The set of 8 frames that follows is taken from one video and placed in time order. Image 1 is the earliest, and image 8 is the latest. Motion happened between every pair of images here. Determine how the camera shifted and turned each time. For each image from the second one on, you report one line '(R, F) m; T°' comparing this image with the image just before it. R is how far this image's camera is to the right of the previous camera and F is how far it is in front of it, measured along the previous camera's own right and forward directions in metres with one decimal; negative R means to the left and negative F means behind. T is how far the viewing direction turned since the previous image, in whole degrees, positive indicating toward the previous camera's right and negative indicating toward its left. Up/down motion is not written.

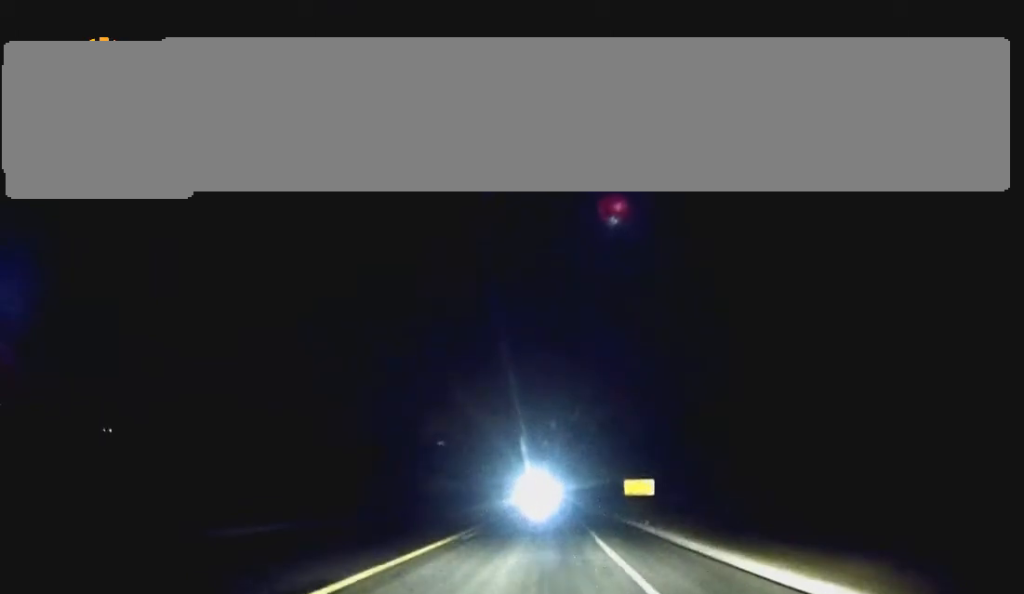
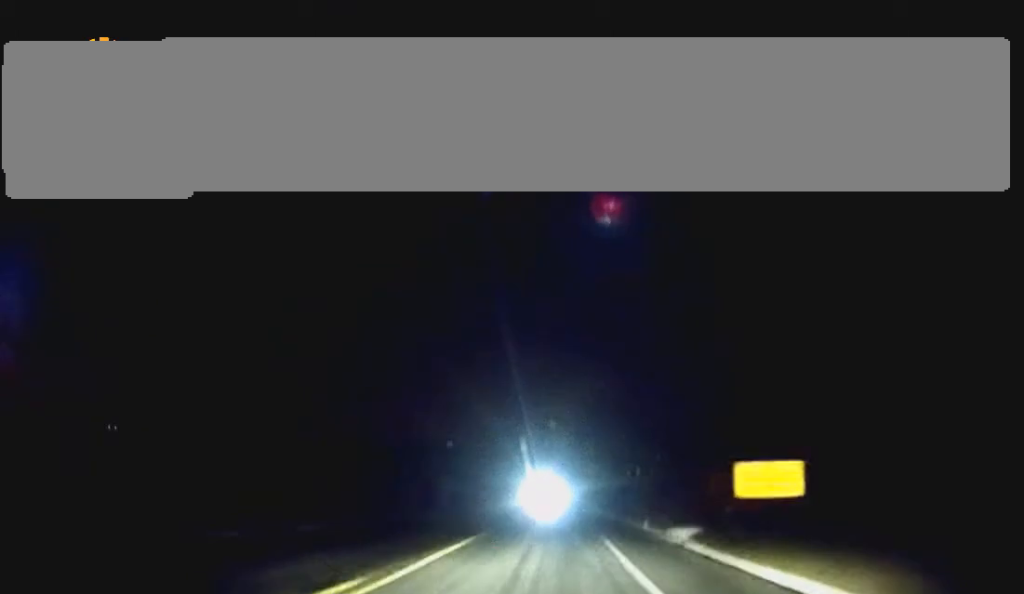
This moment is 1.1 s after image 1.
(+0.1, +31.6) m; 0°
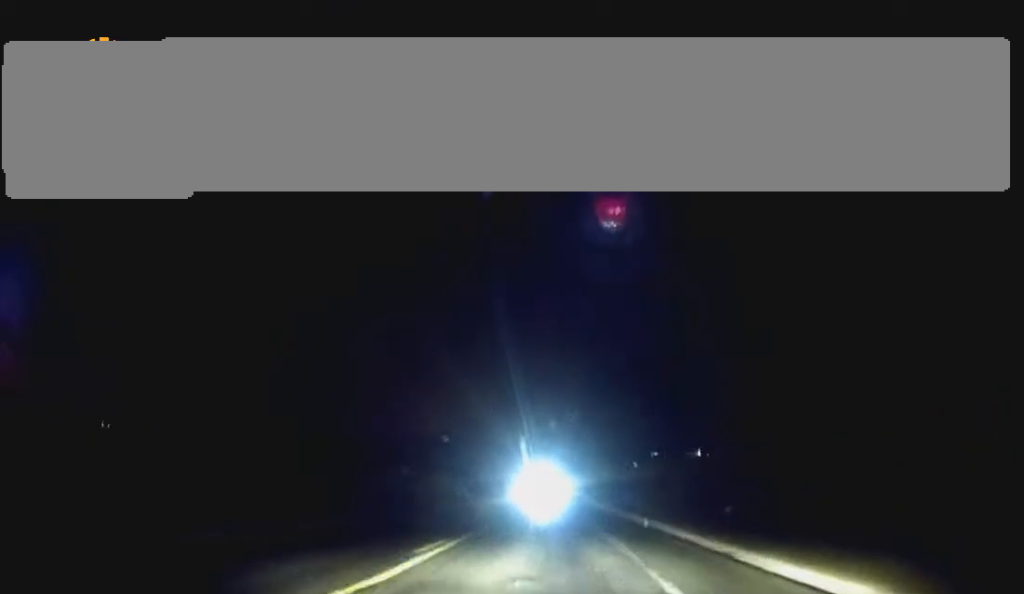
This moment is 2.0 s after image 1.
(-0.1, +26.6) m; 0°
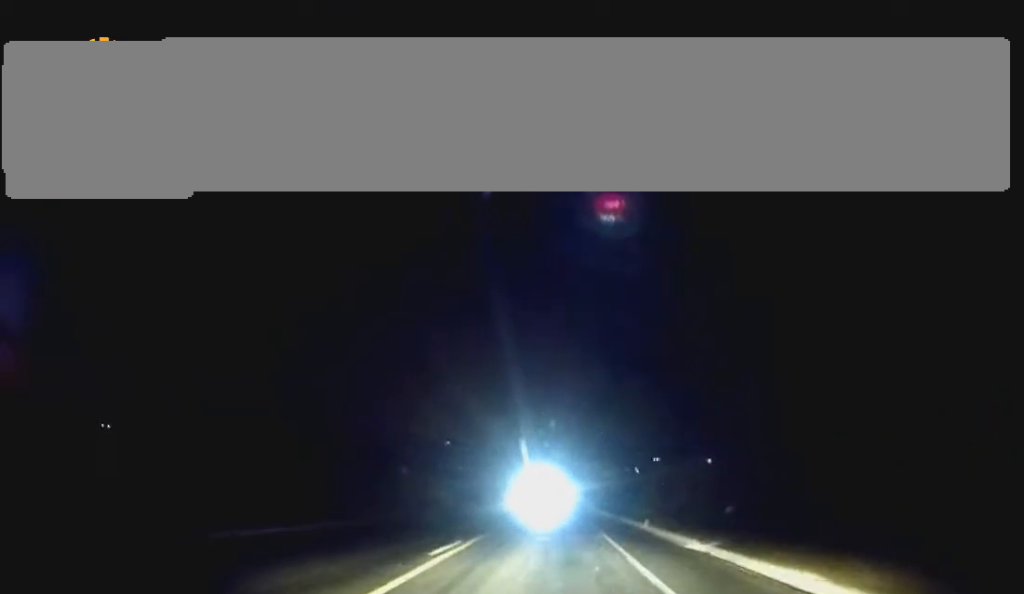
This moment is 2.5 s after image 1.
(0.0, +15.6) m; 0°
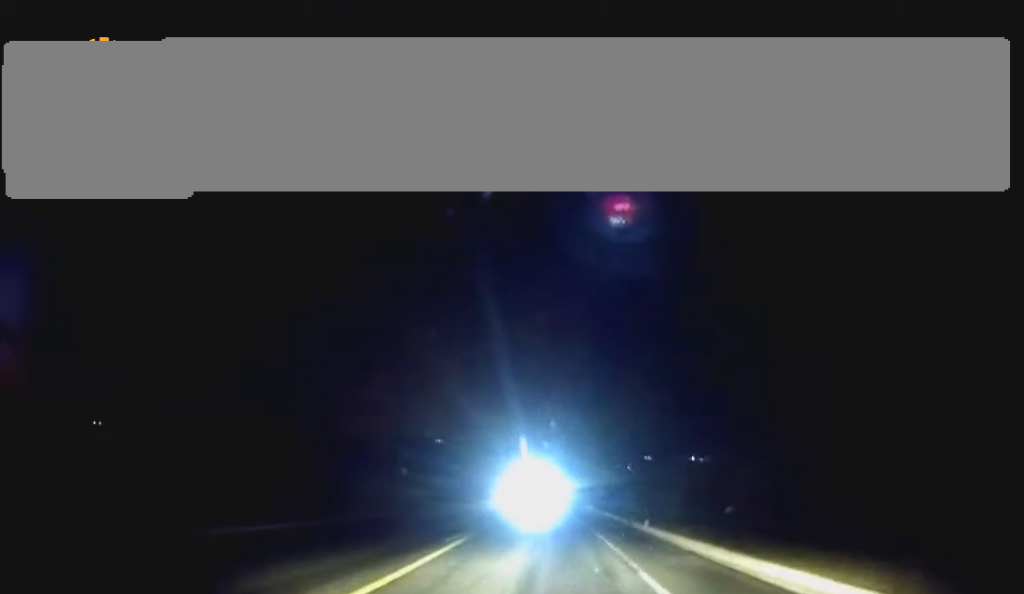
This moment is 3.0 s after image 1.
(0.0, +13.5) m; 0°
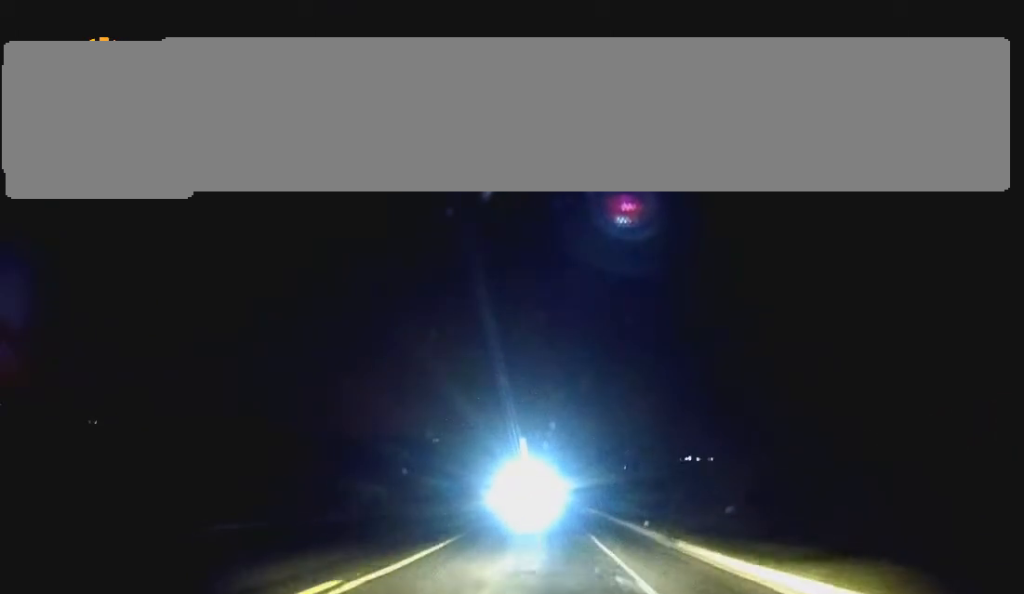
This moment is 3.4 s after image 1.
(0.0, +13.3) m; 0°
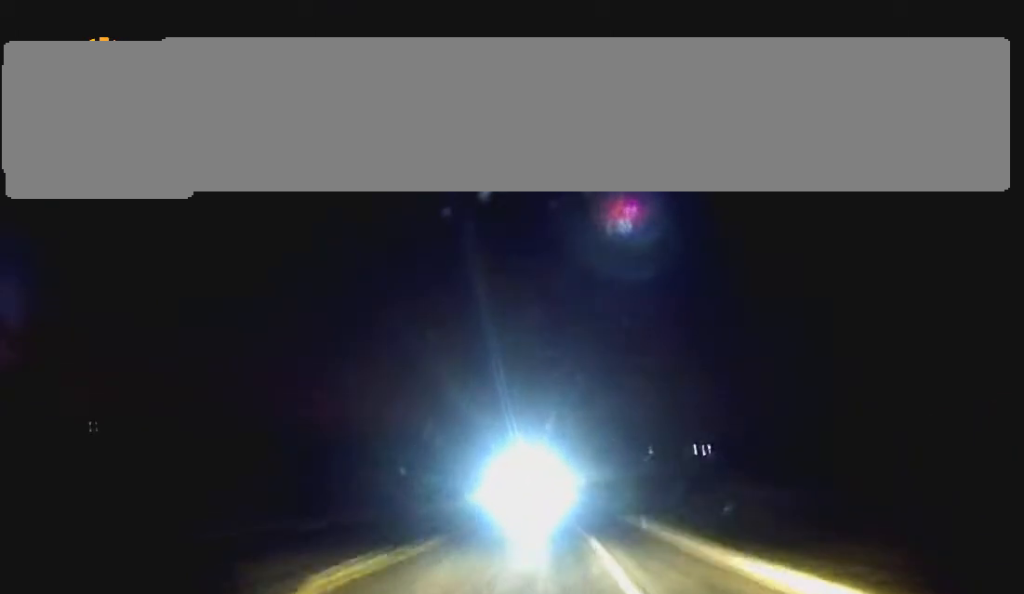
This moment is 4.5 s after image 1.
(+0.1, +29.9) m; 0°
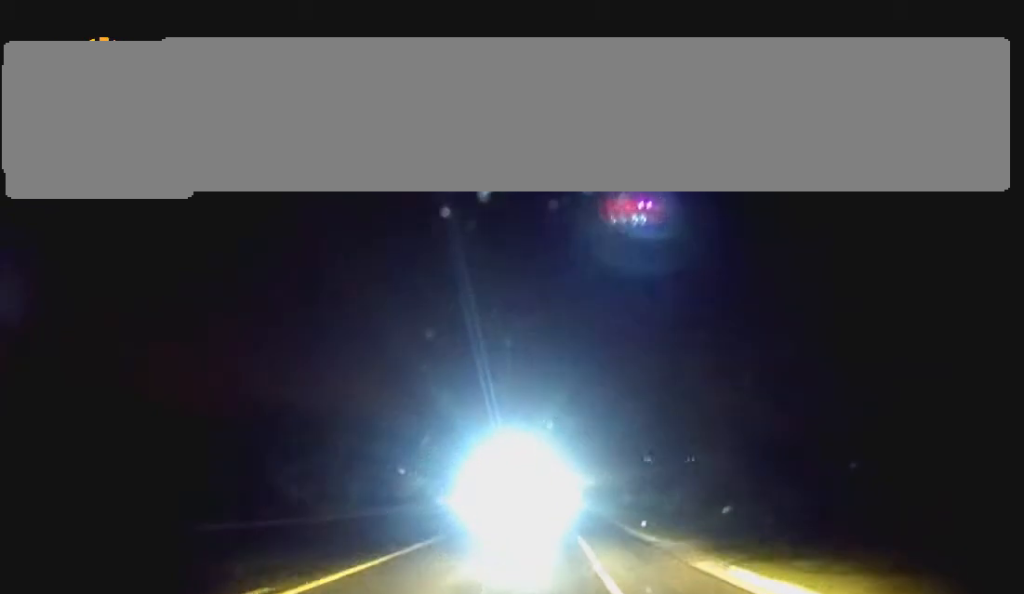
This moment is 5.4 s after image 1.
(-0.1, +22.3) m; 0°
